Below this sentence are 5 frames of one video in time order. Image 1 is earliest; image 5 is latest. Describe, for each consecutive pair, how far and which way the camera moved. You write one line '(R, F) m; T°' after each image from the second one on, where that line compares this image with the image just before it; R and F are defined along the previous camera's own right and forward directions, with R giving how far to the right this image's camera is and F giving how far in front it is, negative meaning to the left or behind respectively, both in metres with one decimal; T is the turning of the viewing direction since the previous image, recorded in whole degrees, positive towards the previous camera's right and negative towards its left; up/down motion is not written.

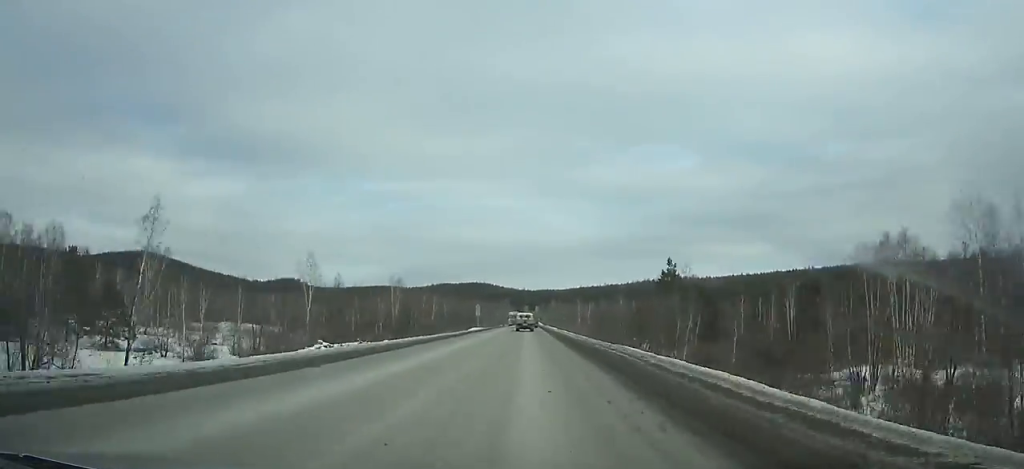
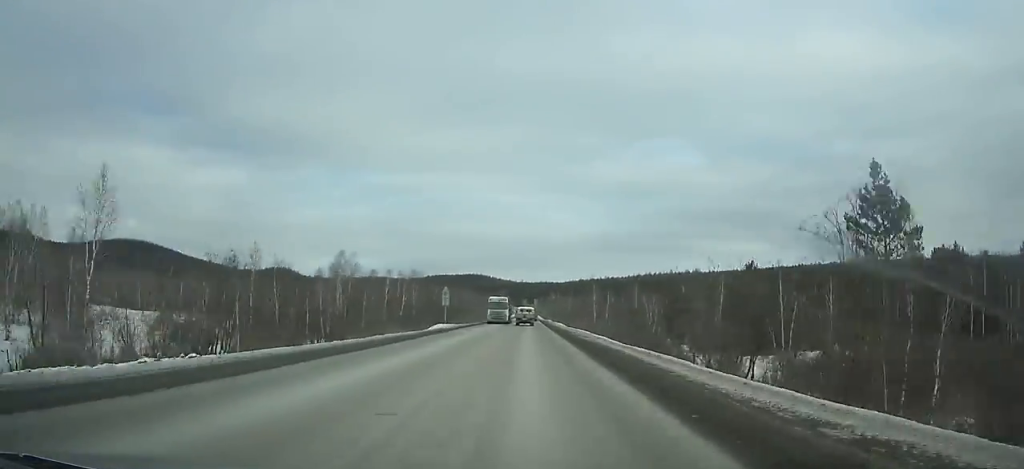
(+0.4, +35.1) m; +1°
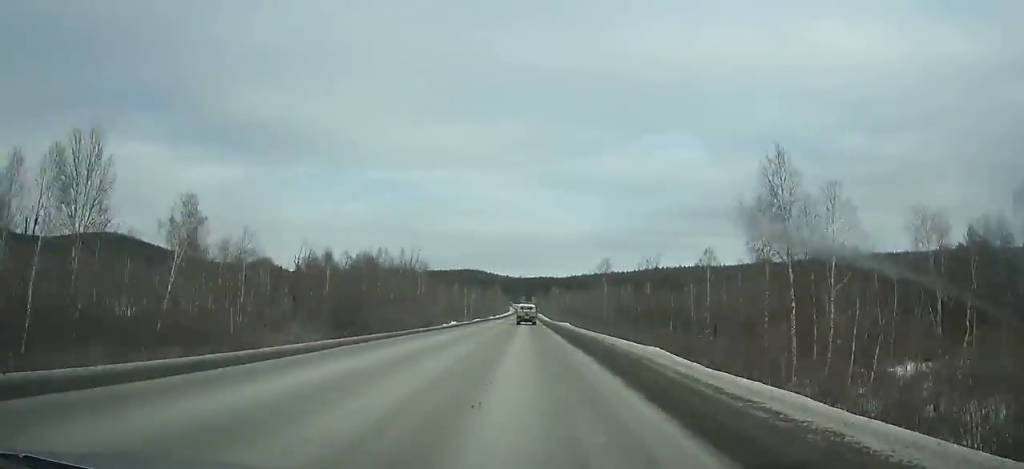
(+0.6, +78.2) m; 0°
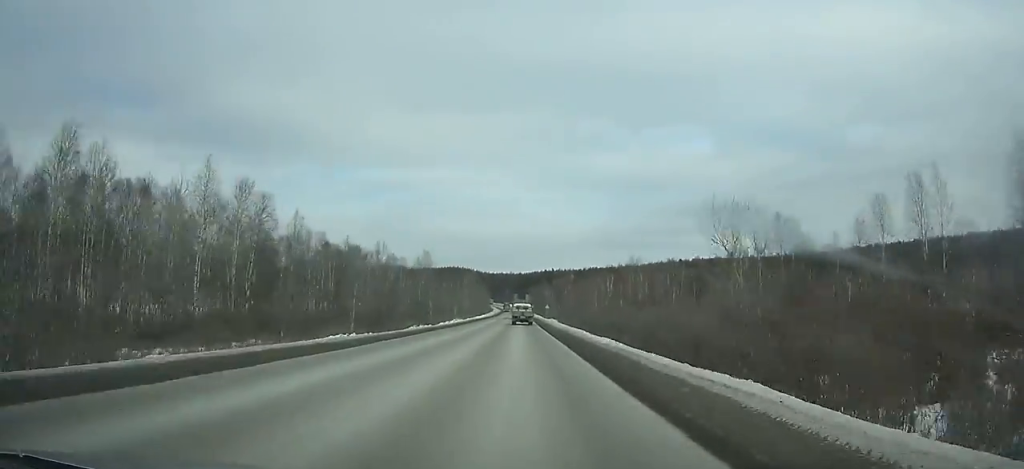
(+0.3, +163.4) m; 0°
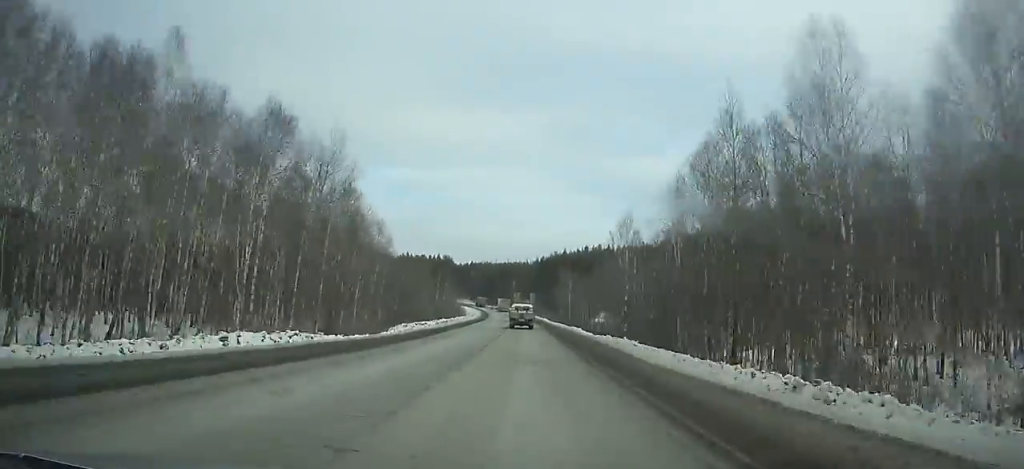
(-2.6, +222.9) m; -1°
